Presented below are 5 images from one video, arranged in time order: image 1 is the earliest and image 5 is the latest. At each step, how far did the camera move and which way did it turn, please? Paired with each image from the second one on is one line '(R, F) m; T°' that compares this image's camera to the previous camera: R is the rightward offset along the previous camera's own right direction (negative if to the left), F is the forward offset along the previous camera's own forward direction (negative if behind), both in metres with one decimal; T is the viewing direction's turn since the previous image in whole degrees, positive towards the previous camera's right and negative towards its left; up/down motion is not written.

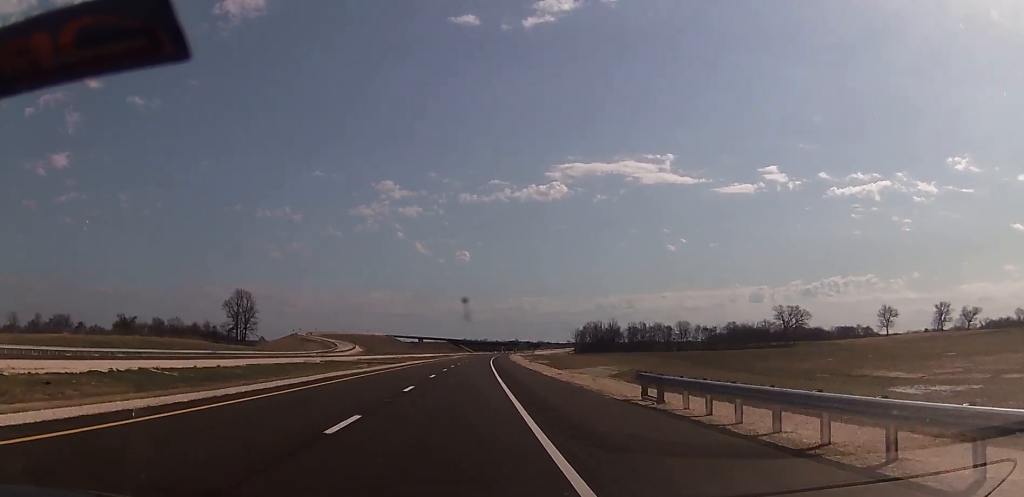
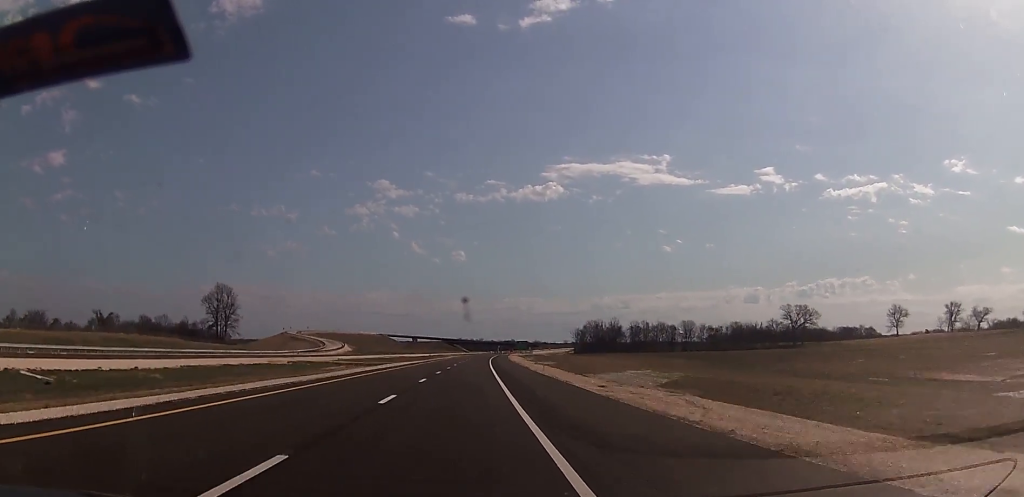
(+0.1, +17.7) m; 0°
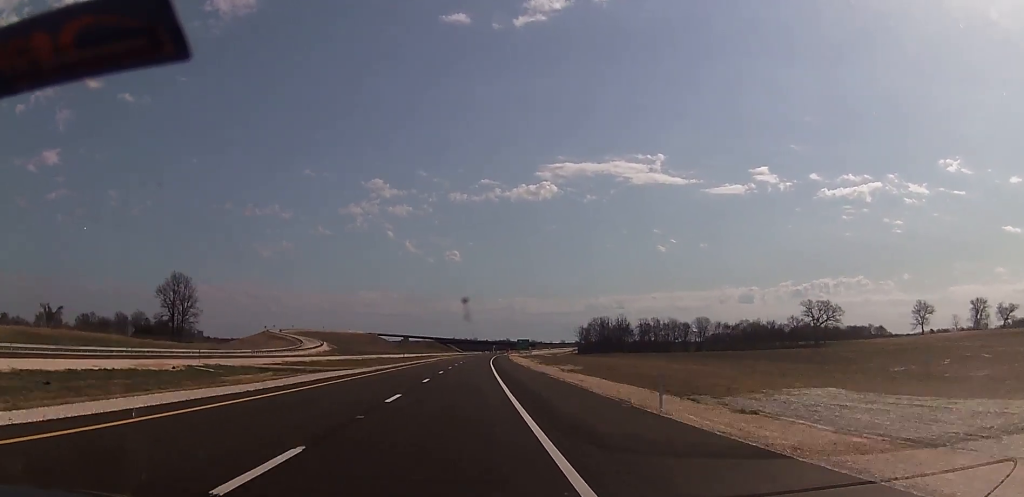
(0.0, +35.5) m; 0°
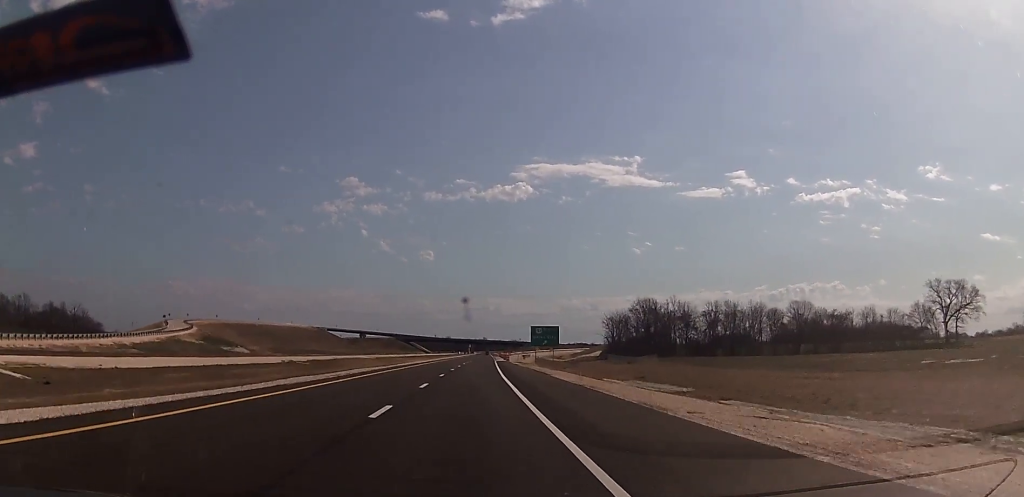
(+2.1, +138.1) m; +2°
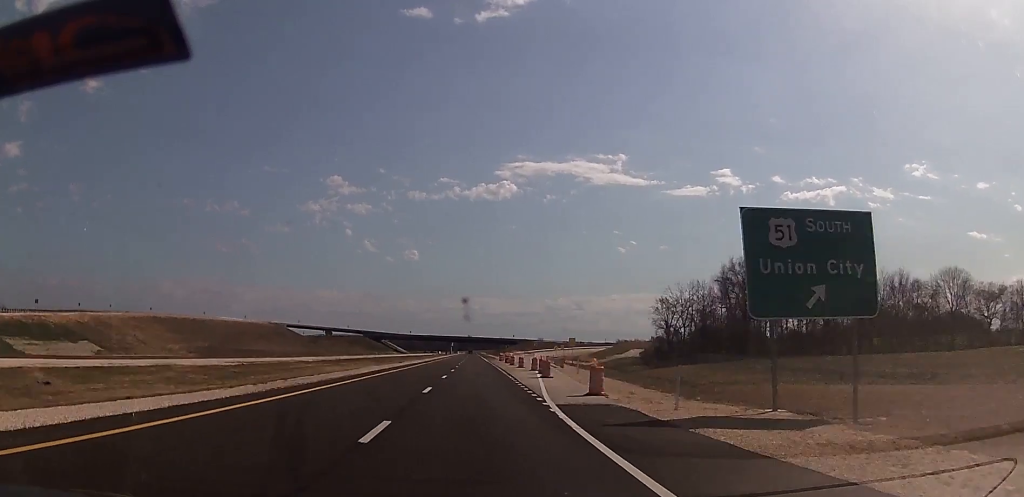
(+1.6, +88.3) m; +2°
